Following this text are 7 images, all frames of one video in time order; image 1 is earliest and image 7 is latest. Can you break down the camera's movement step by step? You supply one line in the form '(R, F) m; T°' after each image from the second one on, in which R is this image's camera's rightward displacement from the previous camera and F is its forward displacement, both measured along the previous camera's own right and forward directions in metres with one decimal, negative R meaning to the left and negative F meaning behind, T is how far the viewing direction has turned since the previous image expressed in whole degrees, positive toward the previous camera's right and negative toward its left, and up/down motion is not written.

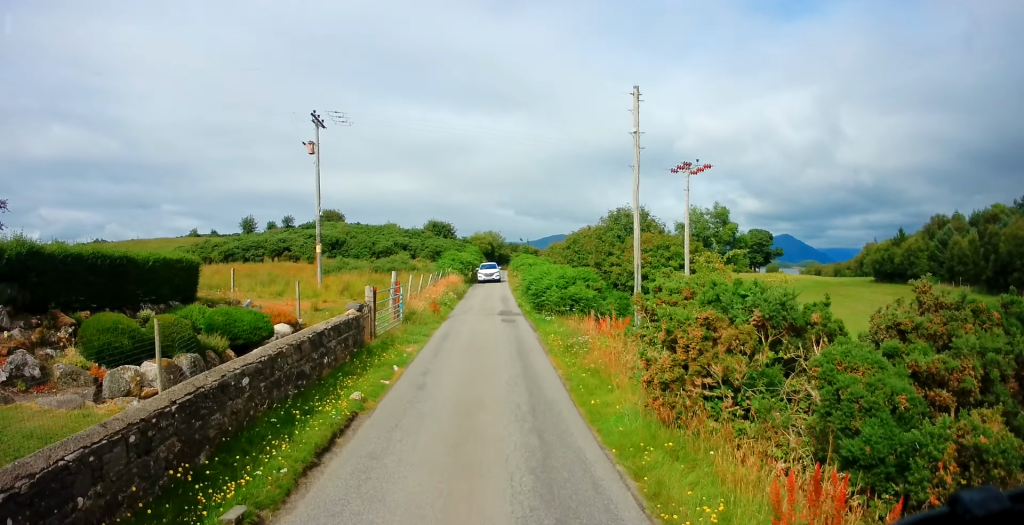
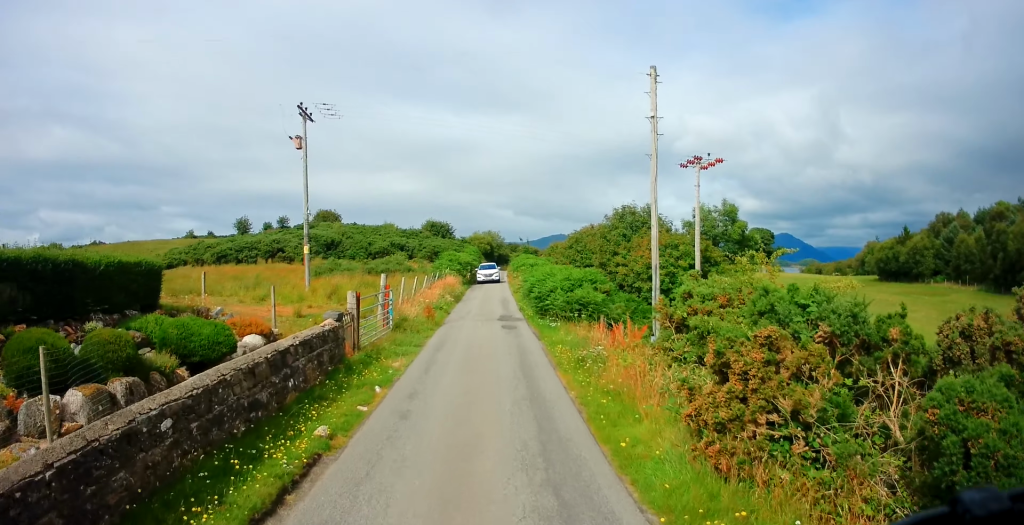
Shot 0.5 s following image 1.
(0.0, +1.7) m; 0°
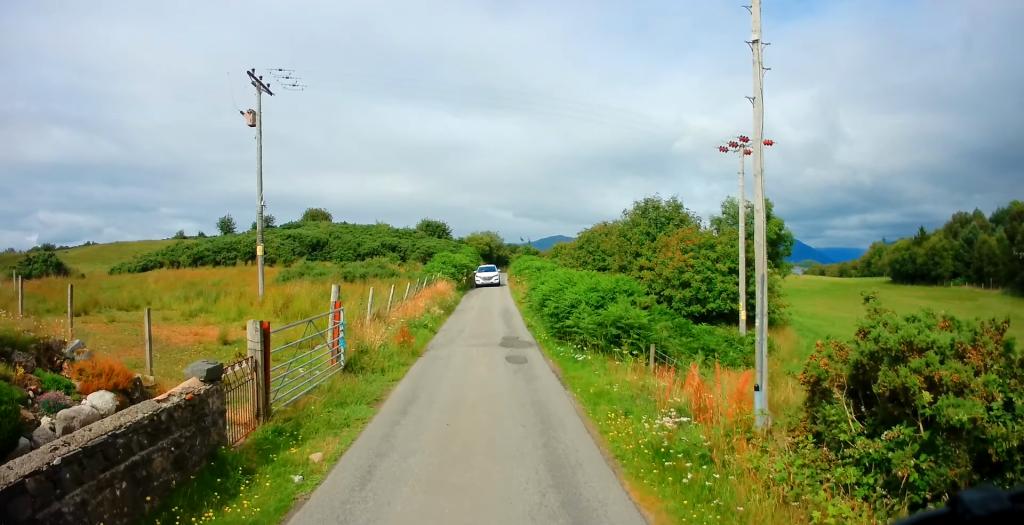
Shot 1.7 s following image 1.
(+0.1, +5.2) m; -2°
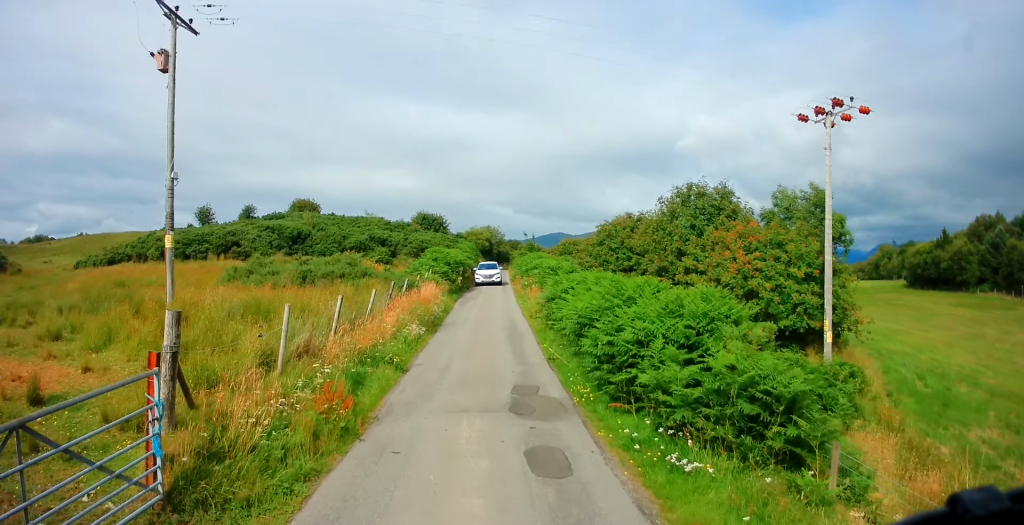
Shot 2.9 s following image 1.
(-0.3, +6.2) m; 0°
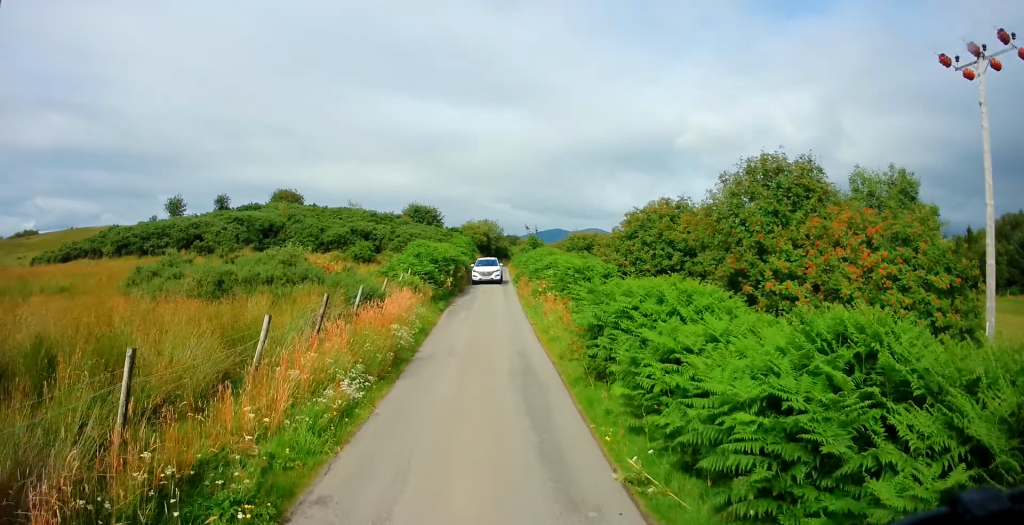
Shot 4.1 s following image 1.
(+0.4, +6.8) m; +3°
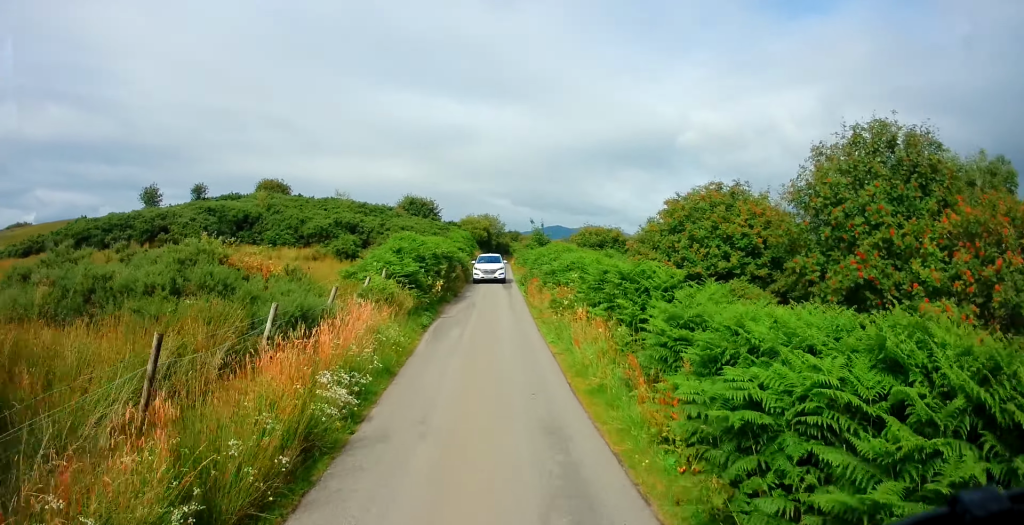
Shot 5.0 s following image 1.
(-0.1, +5.5) m; -1°
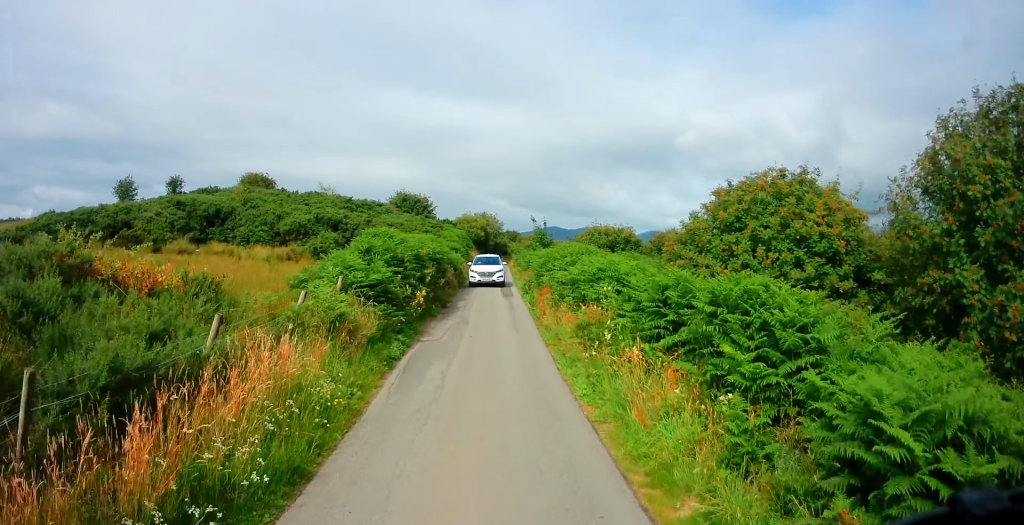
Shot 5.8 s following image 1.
(0.0, +4.6) m; 0°
